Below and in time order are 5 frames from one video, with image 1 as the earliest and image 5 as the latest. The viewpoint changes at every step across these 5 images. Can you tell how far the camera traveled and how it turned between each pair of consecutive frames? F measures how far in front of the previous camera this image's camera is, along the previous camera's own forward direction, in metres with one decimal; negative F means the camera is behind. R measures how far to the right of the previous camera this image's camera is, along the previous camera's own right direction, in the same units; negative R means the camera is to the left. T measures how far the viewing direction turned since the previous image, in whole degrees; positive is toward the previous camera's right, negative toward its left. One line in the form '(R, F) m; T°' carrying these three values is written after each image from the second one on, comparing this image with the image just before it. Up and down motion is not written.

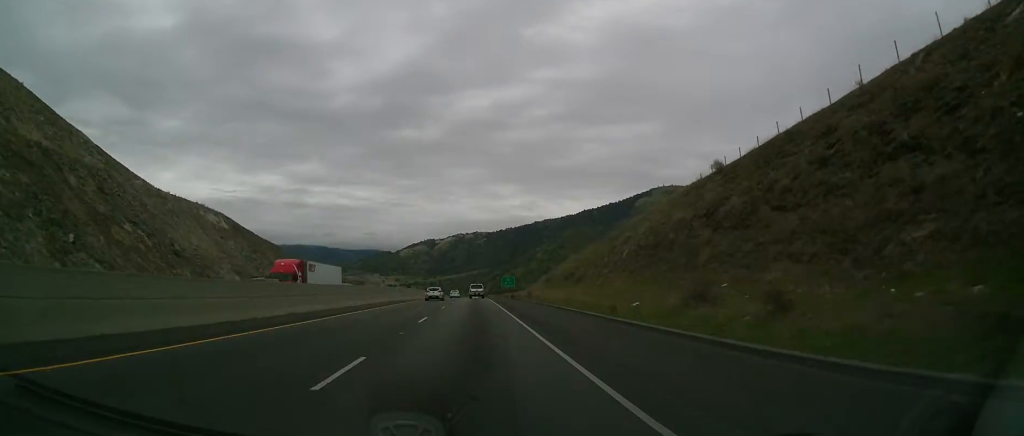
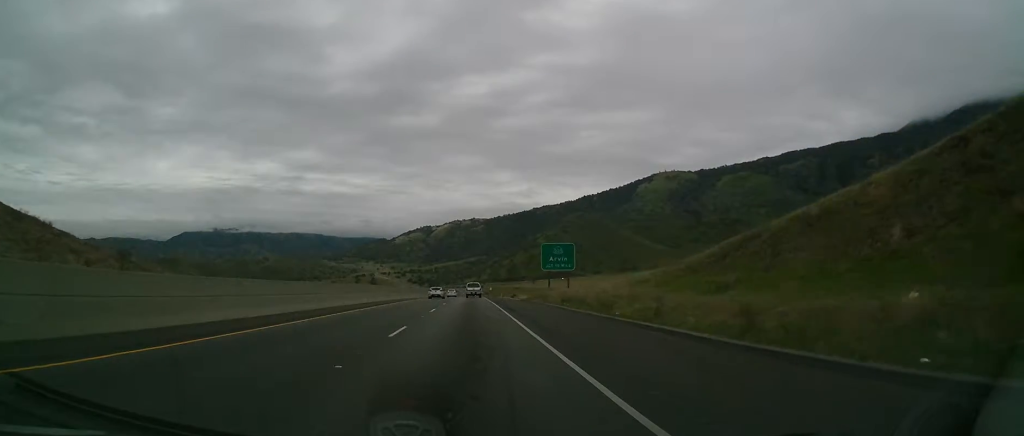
(+0.8, +94.0) m; +1°
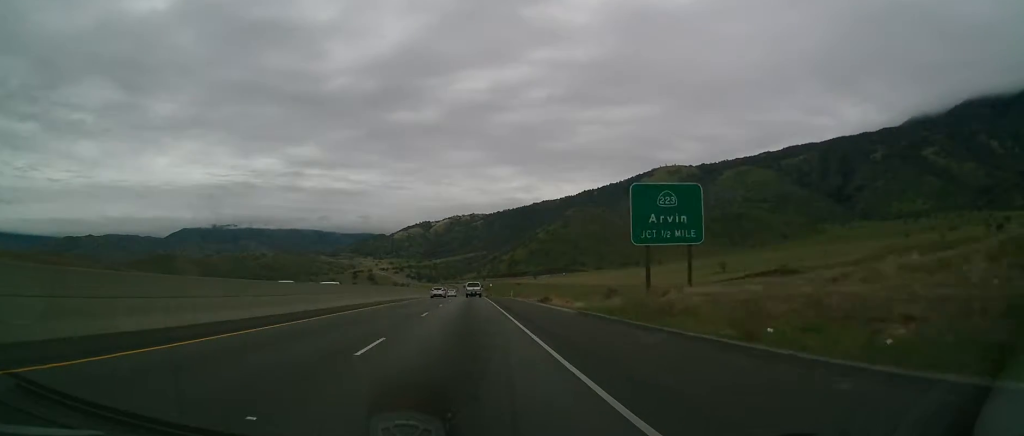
(-0.4, +33.5) m; -1°
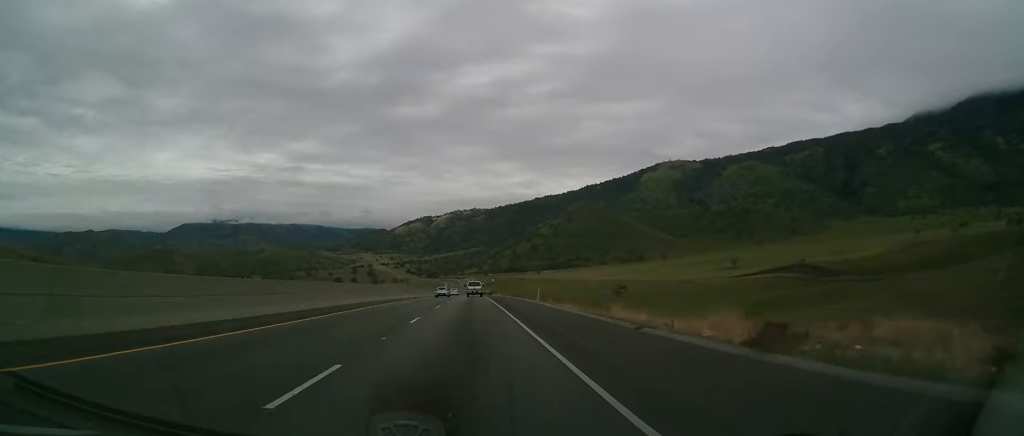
(-0.1, +34.3) m; +1°
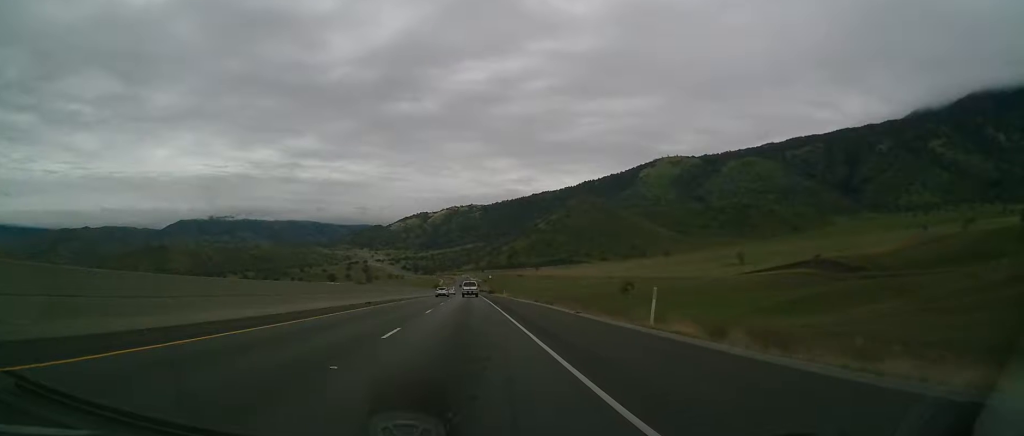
(+0.5, +35.1) m; +1°
